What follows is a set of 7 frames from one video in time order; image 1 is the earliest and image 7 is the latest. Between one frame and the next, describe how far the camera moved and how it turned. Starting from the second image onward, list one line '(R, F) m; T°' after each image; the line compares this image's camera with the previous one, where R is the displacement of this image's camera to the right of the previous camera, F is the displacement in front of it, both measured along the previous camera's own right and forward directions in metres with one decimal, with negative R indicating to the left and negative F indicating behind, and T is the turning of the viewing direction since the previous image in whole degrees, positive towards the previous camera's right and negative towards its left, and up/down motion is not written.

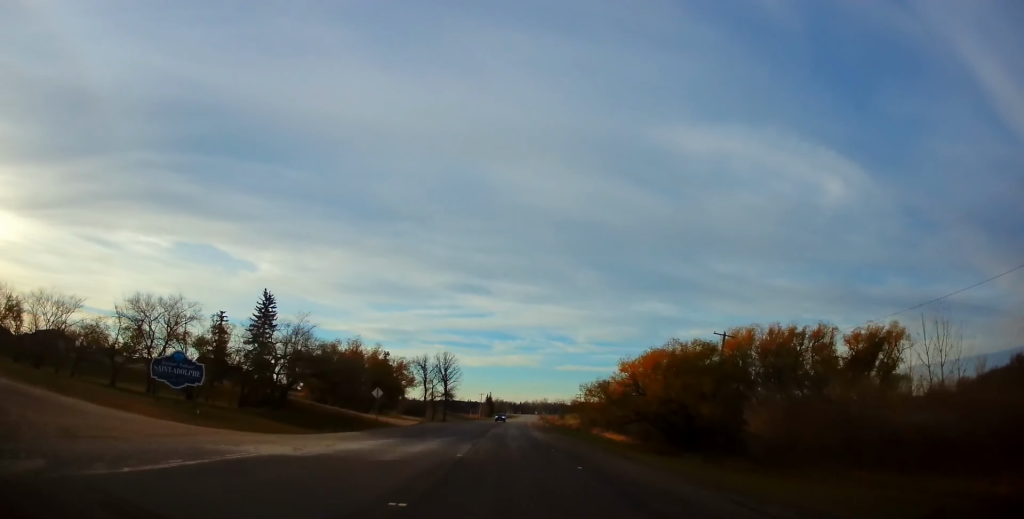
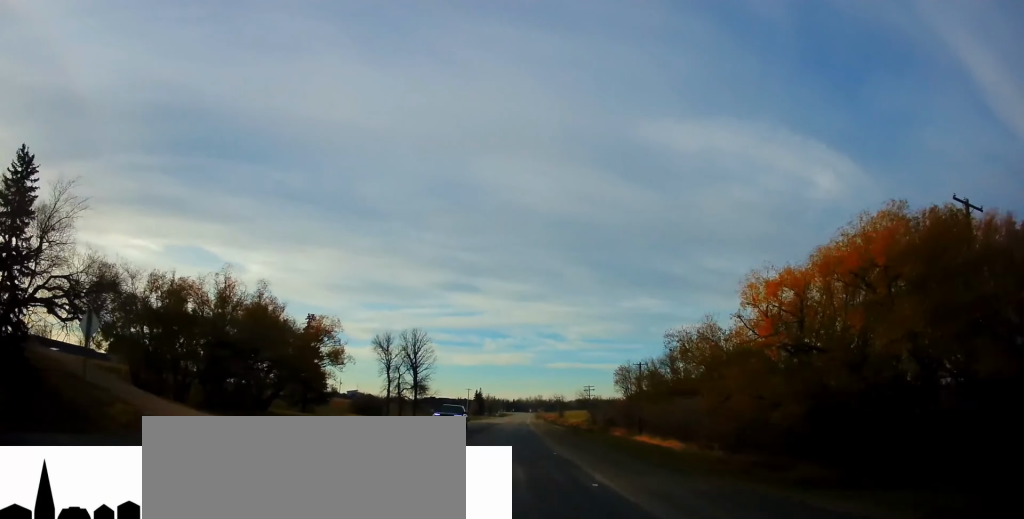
(+0.3, +38.8) m; 0°
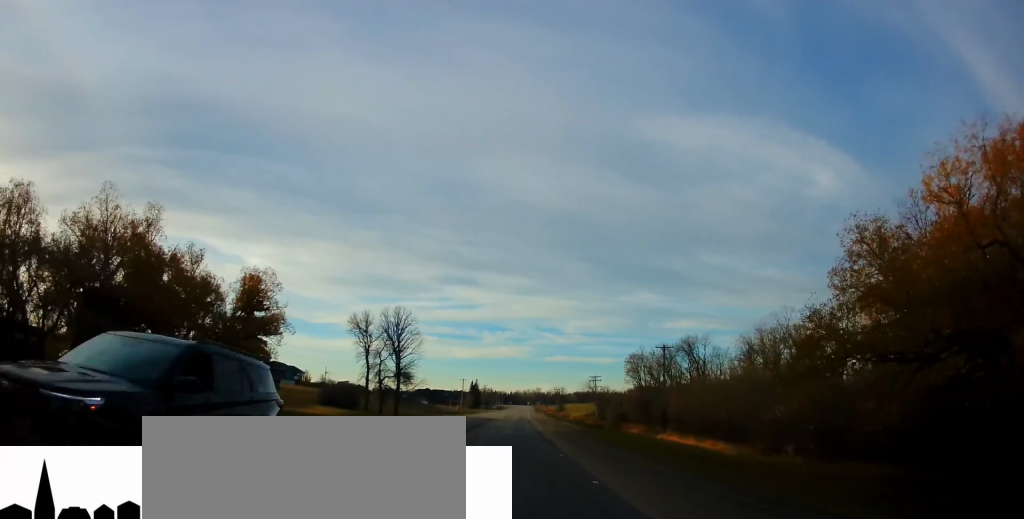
(-0.1, +15.4) m; 0°
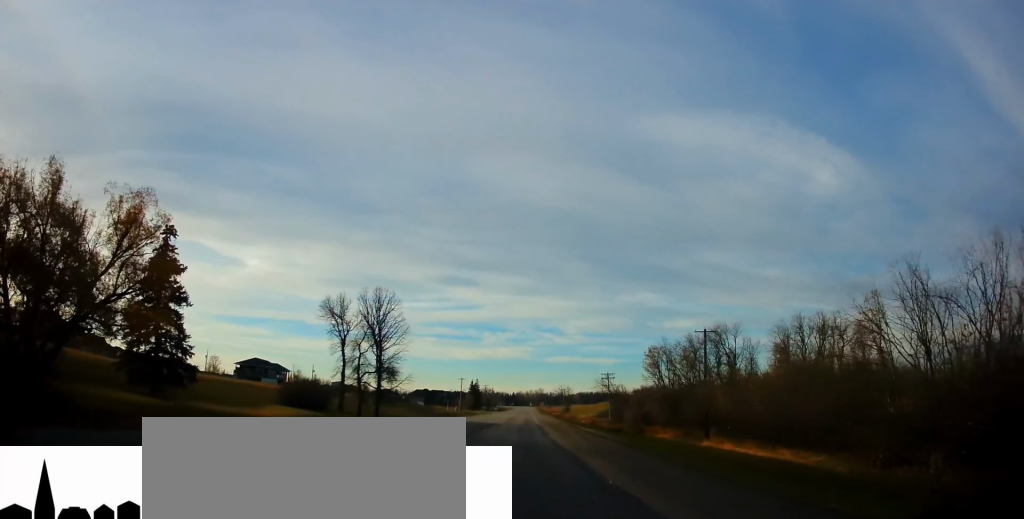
(0.0, +15.4) m; +1°
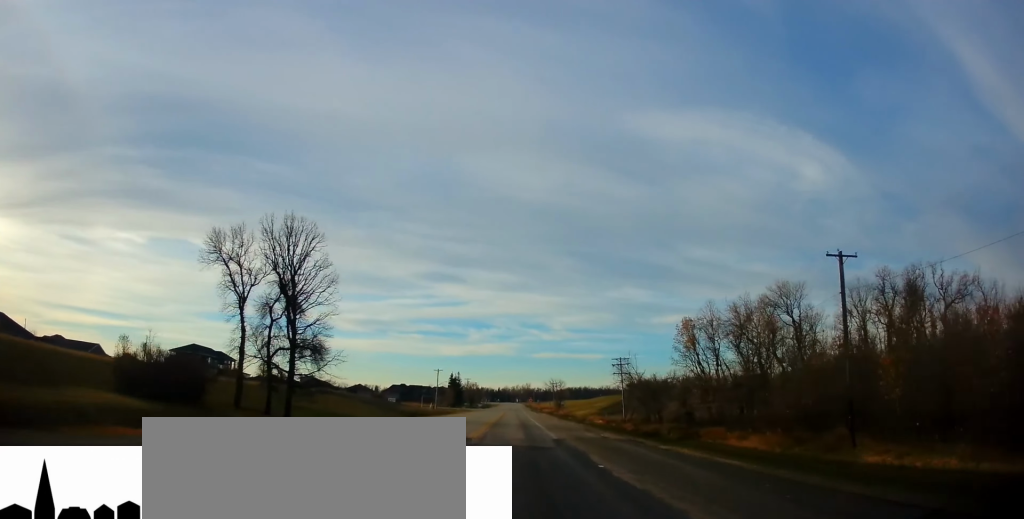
(+0.5, +28.3) m; +2°
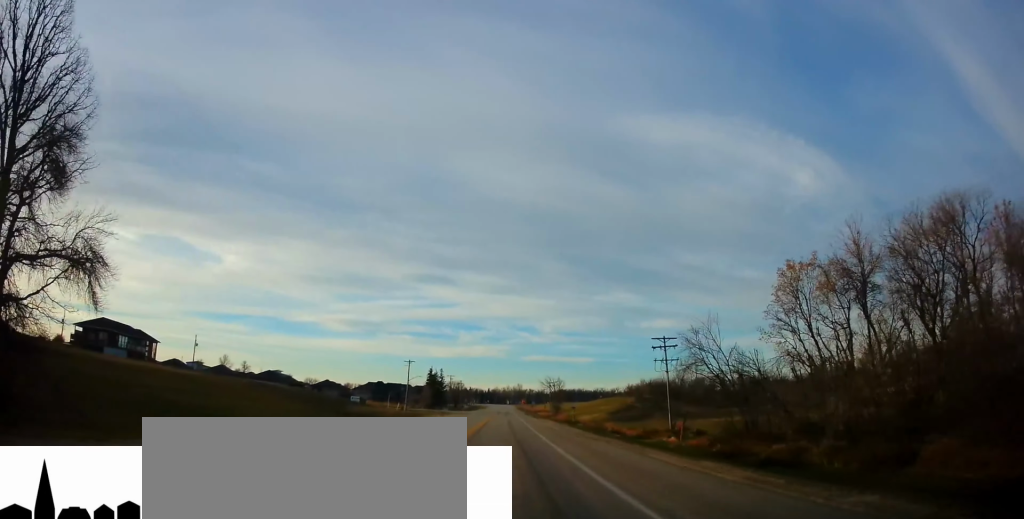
(+0.4, +32.4) m; +1°
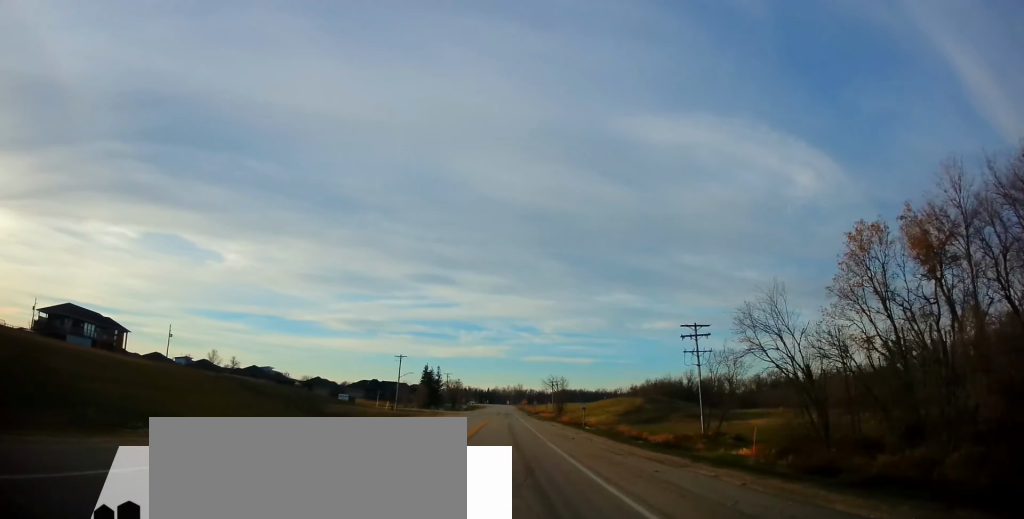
(+0.1, +10.7) m; 0°
